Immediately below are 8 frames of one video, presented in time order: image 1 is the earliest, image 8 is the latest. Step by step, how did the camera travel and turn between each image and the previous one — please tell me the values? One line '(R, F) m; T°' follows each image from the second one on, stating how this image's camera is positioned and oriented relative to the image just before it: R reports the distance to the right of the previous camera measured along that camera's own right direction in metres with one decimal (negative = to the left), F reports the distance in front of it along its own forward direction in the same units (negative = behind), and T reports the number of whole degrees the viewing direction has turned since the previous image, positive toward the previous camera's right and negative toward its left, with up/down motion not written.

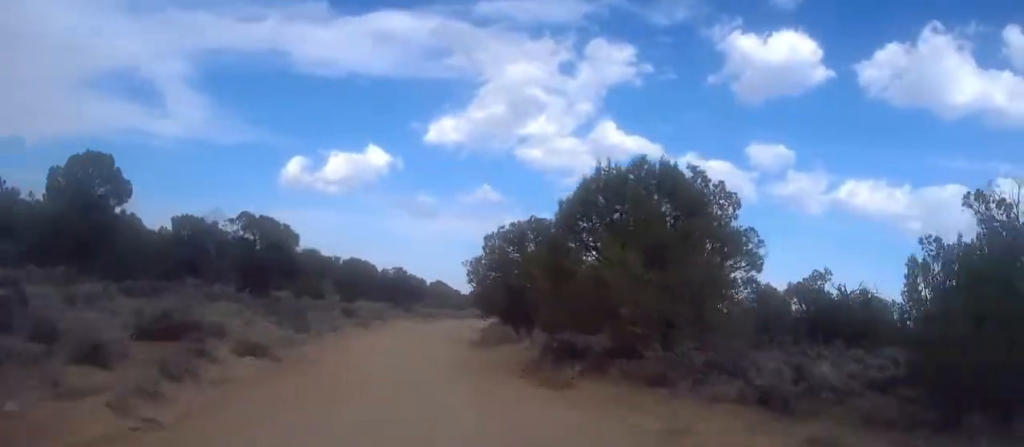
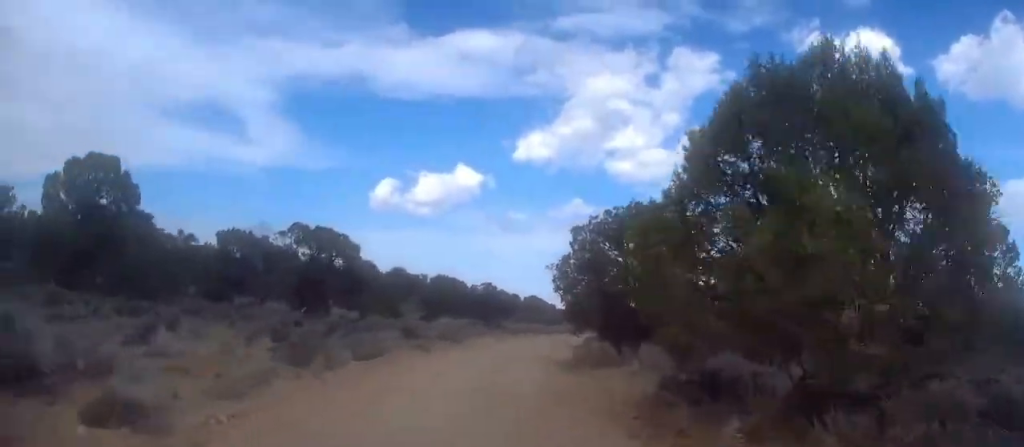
(-0.9, +7.7) m; -6°
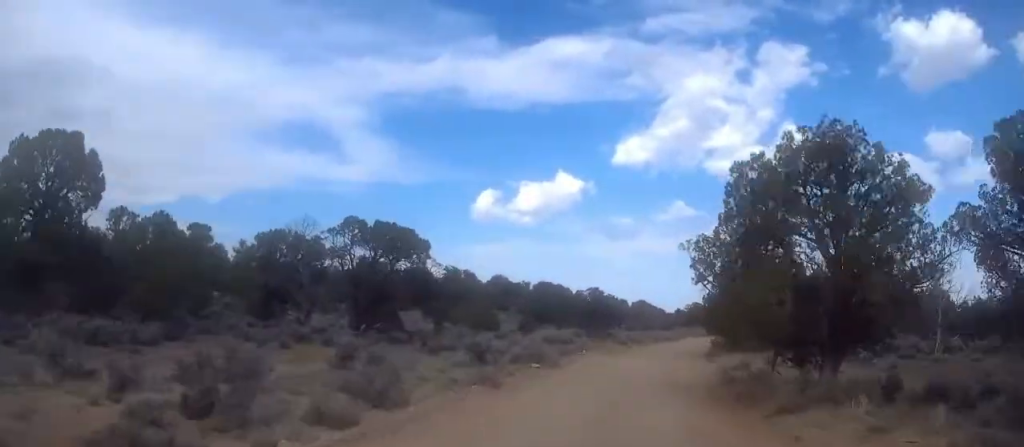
(-0.6, +10.5) m; -2°
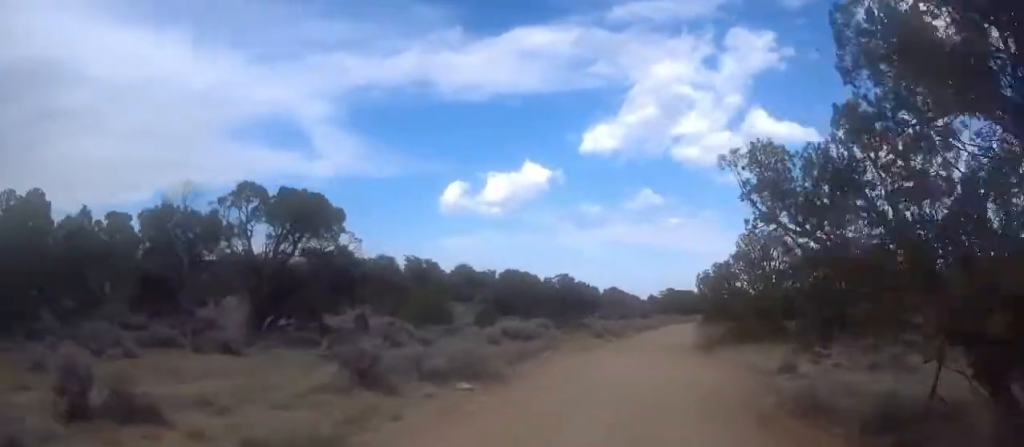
(-0.3, +9.5) m; 0°
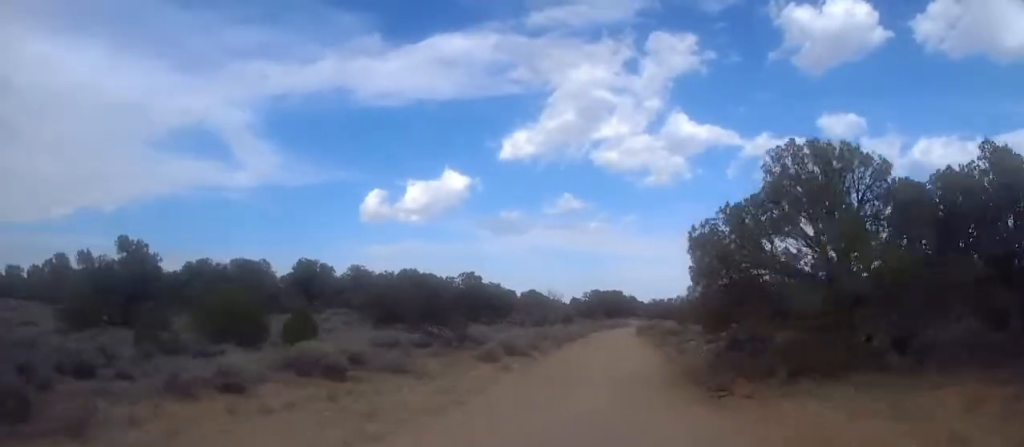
(+1.0, +21.5) m; +5°
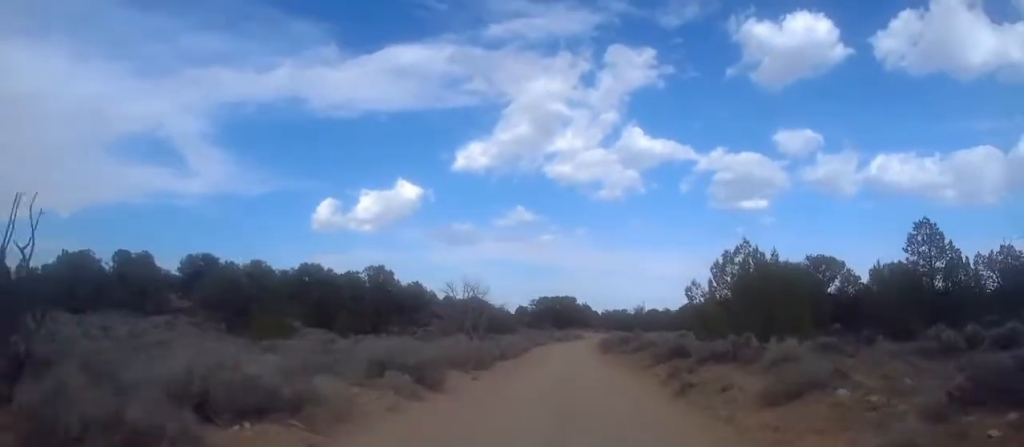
(+1.3, +23.8) m; +4°
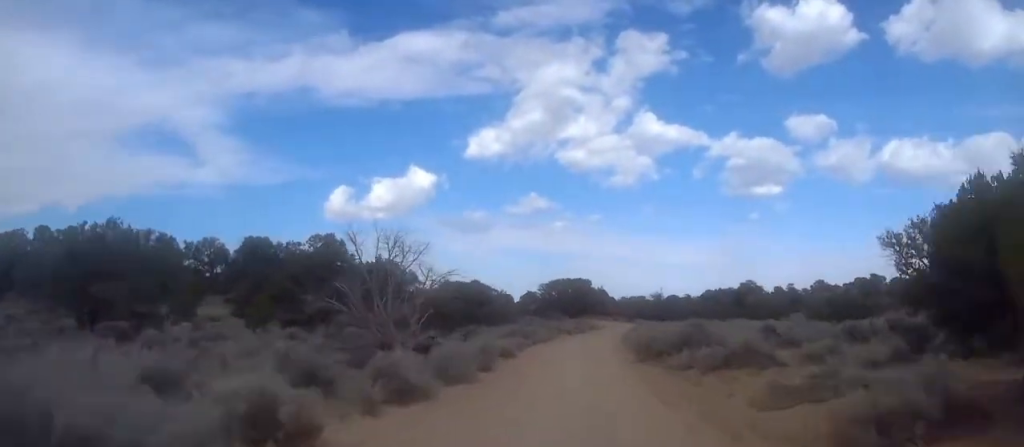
(-0.1, +20.9) m; -1°
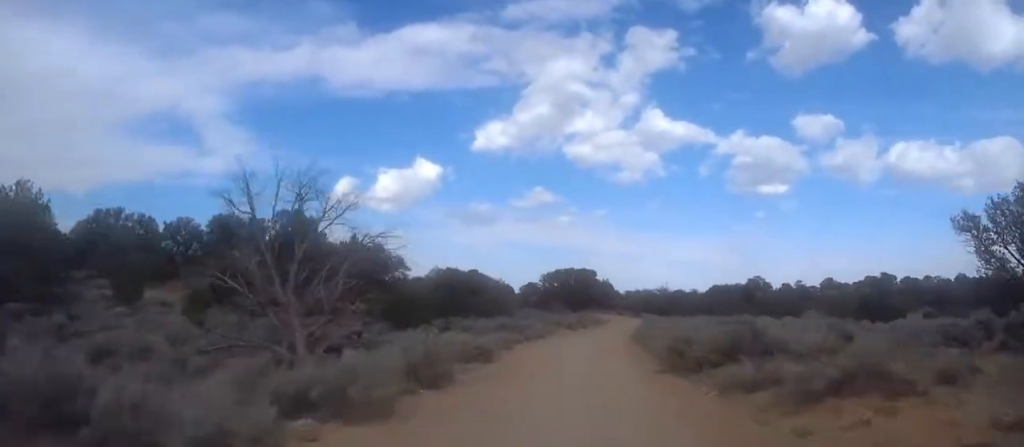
(0.0, +8.3) m; 0°
